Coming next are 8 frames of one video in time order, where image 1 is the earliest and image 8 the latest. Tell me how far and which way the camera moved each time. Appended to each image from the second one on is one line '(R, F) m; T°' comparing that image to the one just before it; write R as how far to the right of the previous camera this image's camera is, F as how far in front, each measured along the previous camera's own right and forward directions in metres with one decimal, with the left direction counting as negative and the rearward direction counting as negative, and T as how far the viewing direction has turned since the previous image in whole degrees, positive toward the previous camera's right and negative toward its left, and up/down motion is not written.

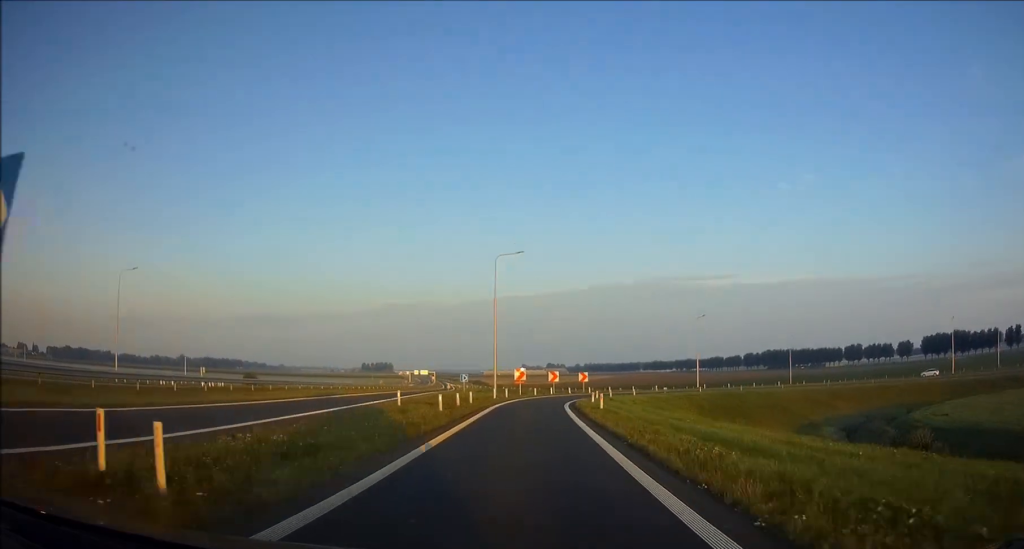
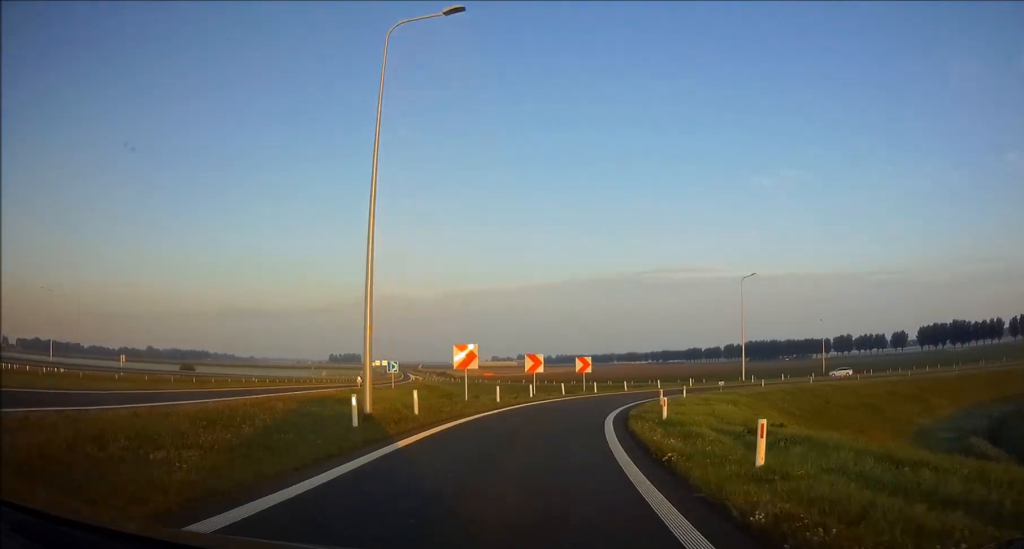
(+0.4, +29.9) m; +7°
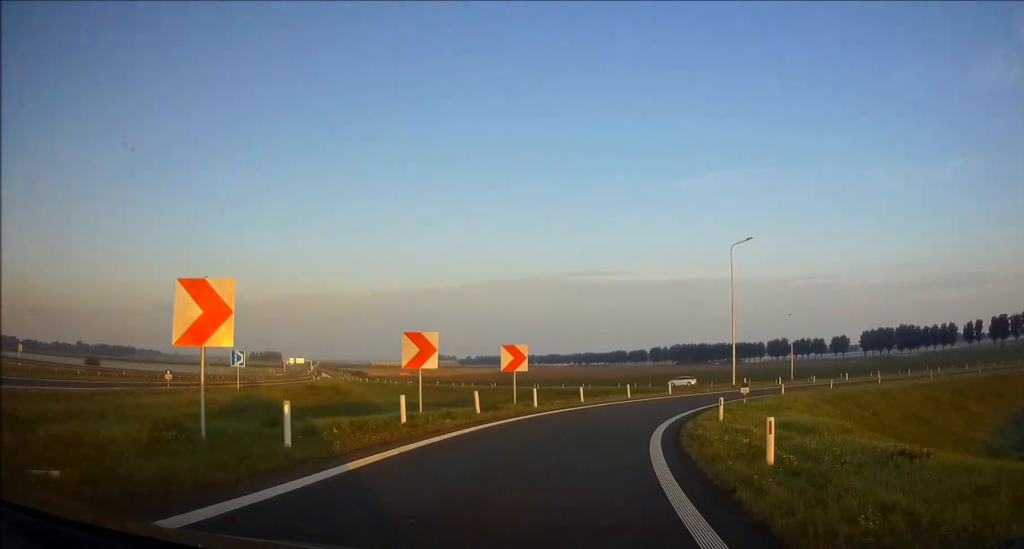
(+0.5, +18.2) m; +11°
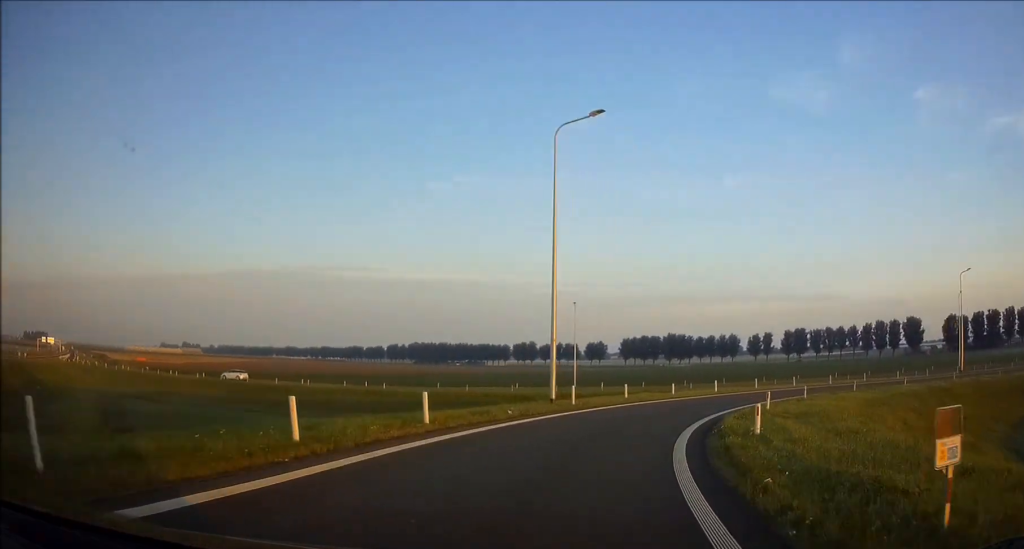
(+3.9, +22.5) m; +22°
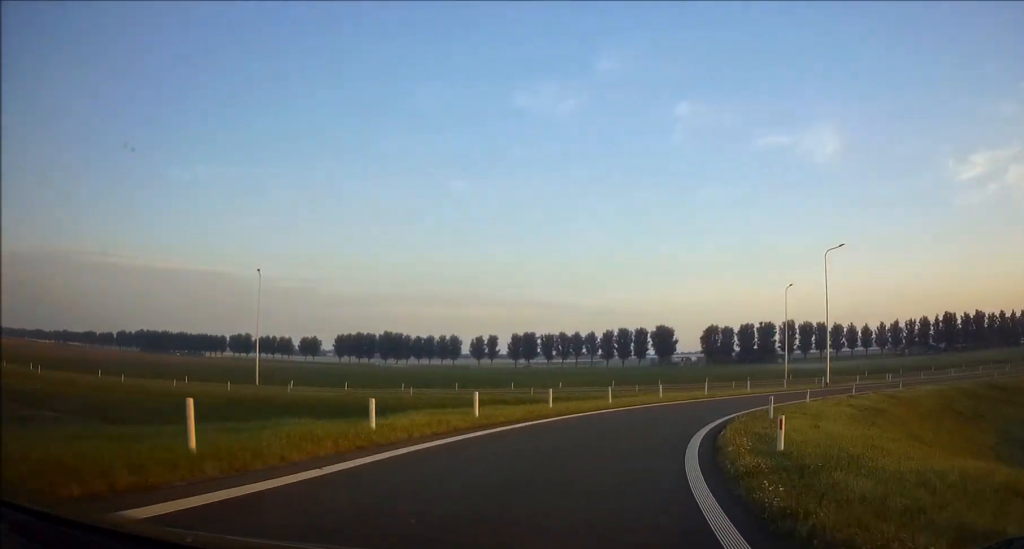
(+3.0, +19.8) m; +25°
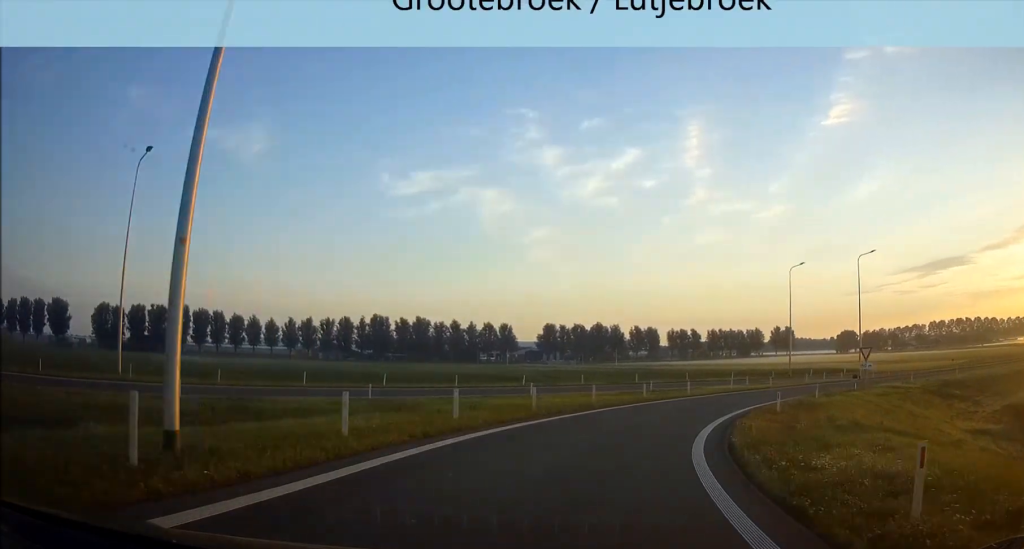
(+19.6, +34.7) m; +56°
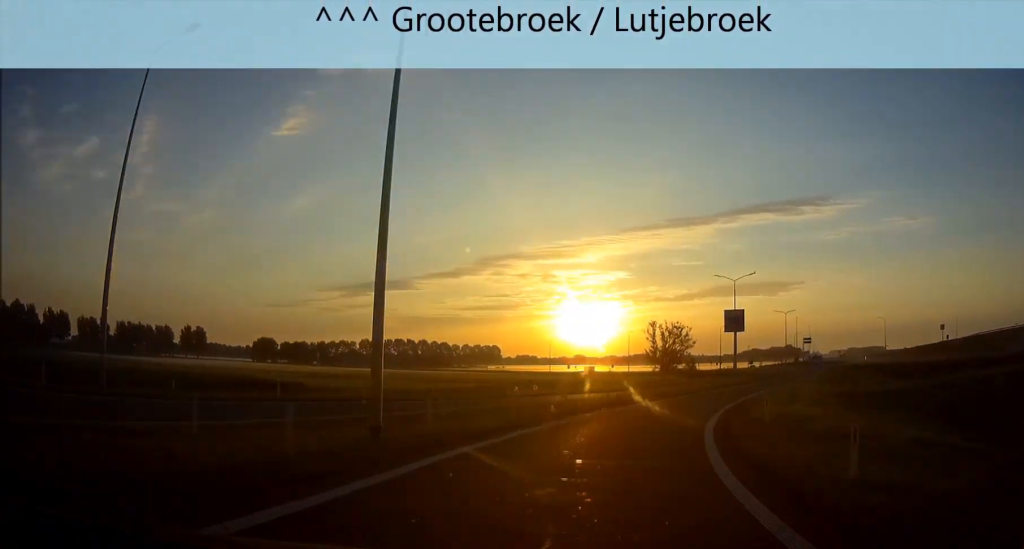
(+17.5, +39.5) m; +47°
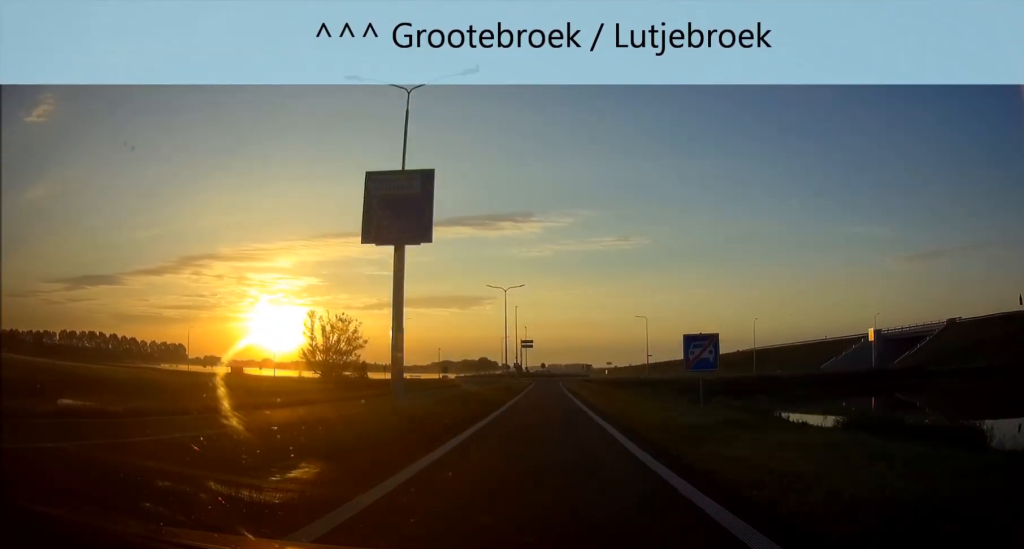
(+11.7, +42.8) m; +18°
